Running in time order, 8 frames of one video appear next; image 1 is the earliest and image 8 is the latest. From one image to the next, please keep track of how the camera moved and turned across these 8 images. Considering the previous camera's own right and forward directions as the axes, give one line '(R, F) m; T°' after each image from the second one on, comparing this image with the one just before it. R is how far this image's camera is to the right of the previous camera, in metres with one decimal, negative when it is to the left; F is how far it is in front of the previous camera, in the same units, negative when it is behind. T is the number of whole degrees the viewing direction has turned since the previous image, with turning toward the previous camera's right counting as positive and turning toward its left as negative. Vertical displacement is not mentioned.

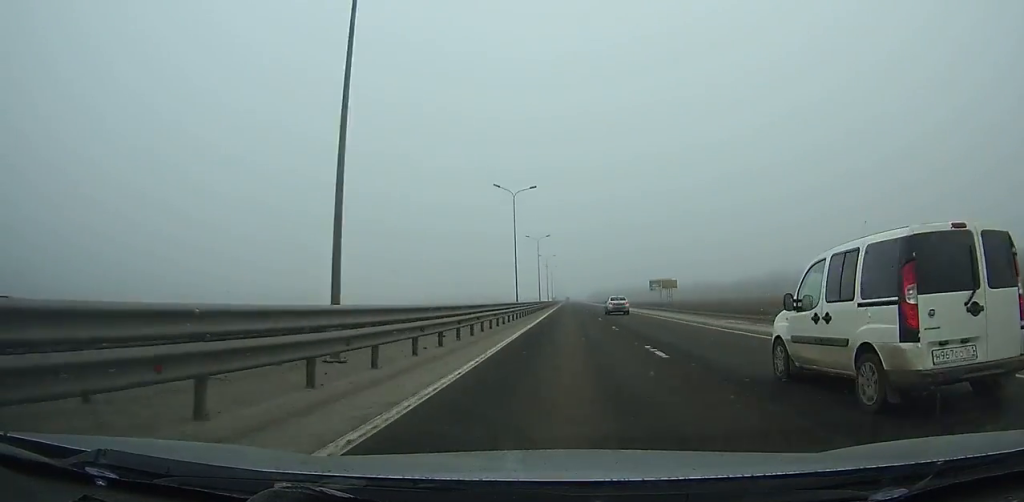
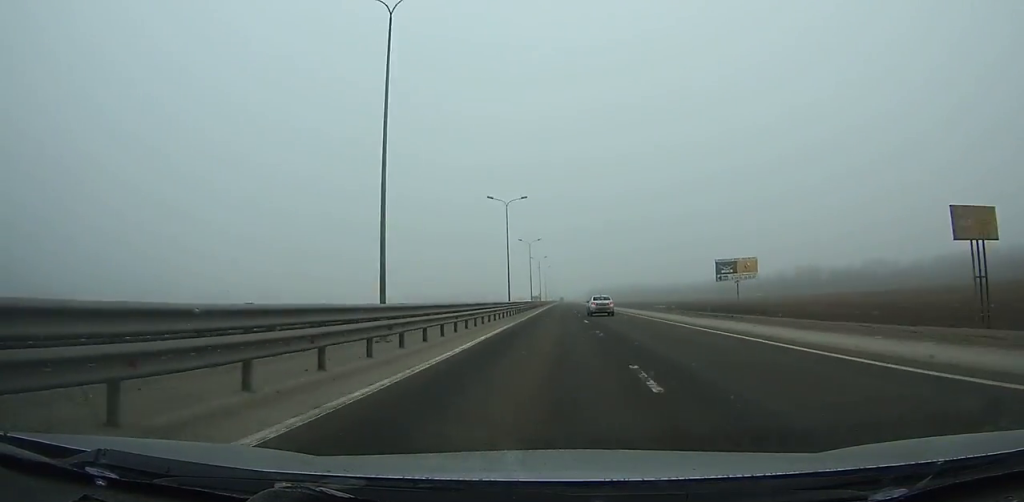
(+0.2, +74.5) m; 0°
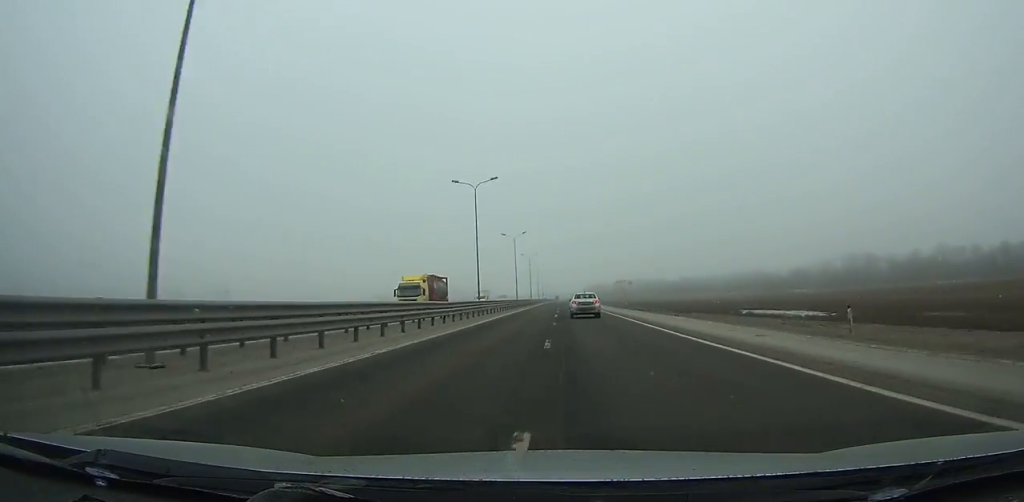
(+0.3, +85.5) m; 0°
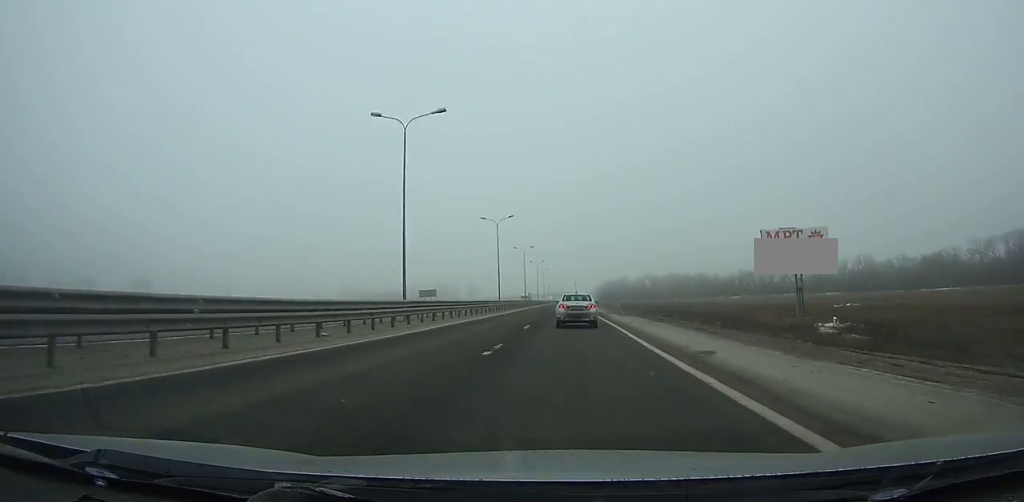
(-0.7, +142.3) m; -1°
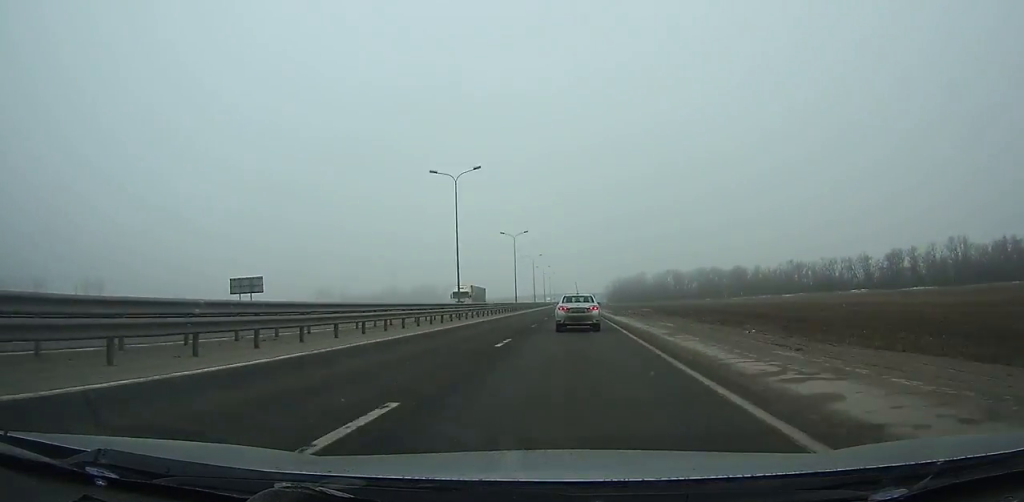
(-0.1, +68.3) m; 0°
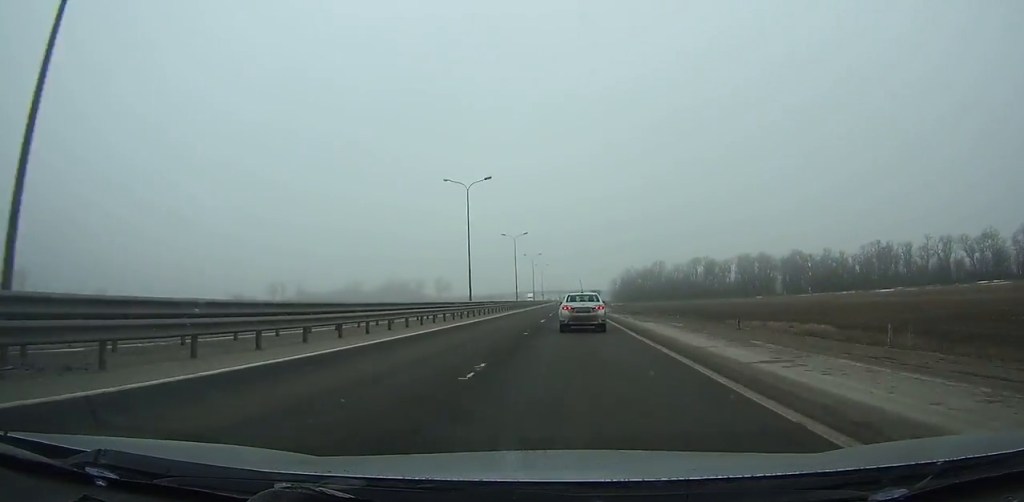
(0.0, +77.2) m; 0°
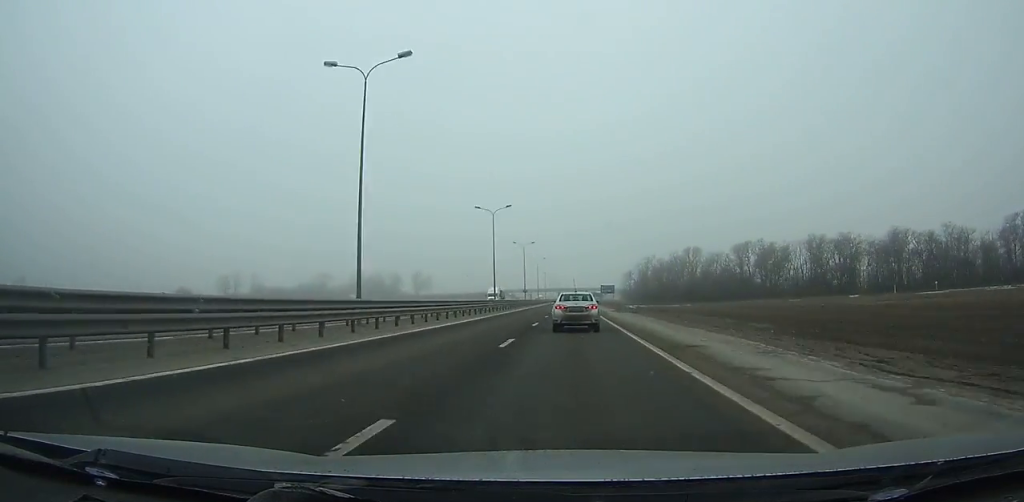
(0.0, +65.0) m; 0°
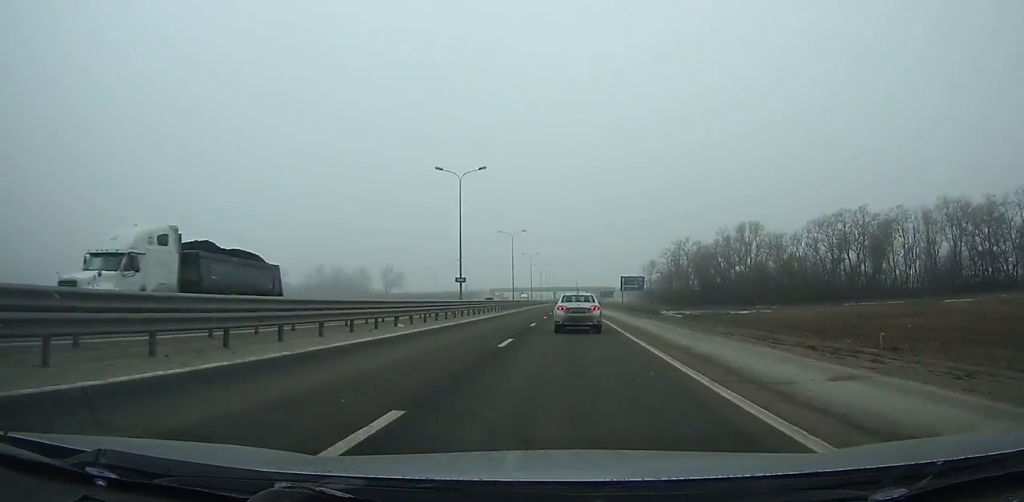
(+0.2, +58.9) m; 0°
